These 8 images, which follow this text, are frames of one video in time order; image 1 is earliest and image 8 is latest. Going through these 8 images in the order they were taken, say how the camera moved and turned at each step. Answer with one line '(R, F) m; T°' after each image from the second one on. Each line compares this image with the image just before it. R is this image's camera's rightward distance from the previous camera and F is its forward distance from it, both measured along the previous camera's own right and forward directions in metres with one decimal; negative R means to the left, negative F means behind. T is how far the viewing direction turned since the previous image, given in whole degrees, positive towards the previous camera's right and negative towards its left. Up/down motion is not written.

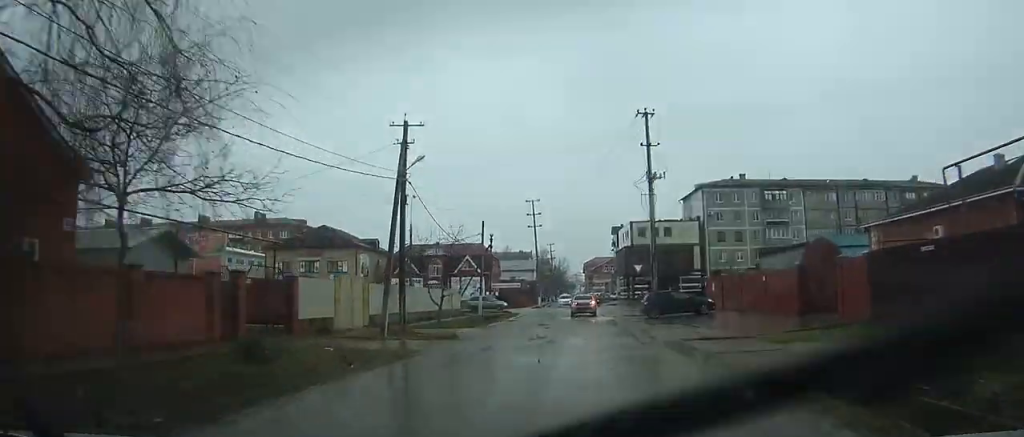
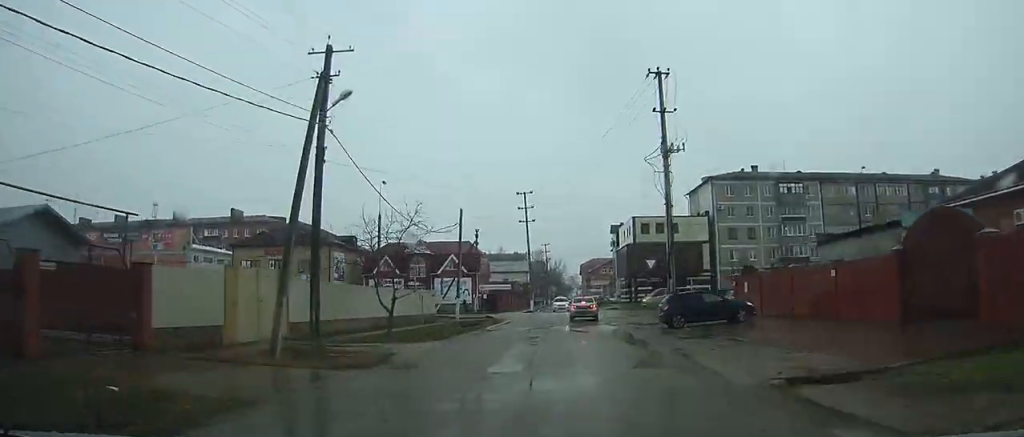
(+0.1, +7.6) m; 0°
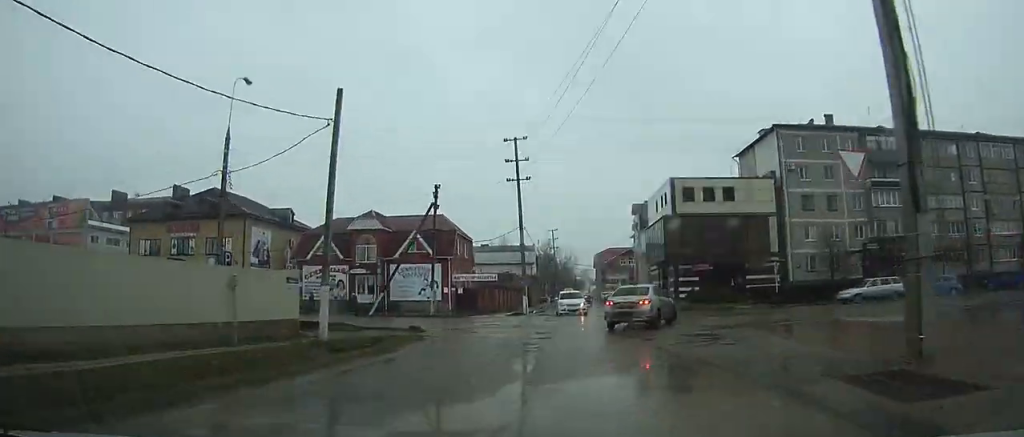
(+0.1, +21.1) m; +3°
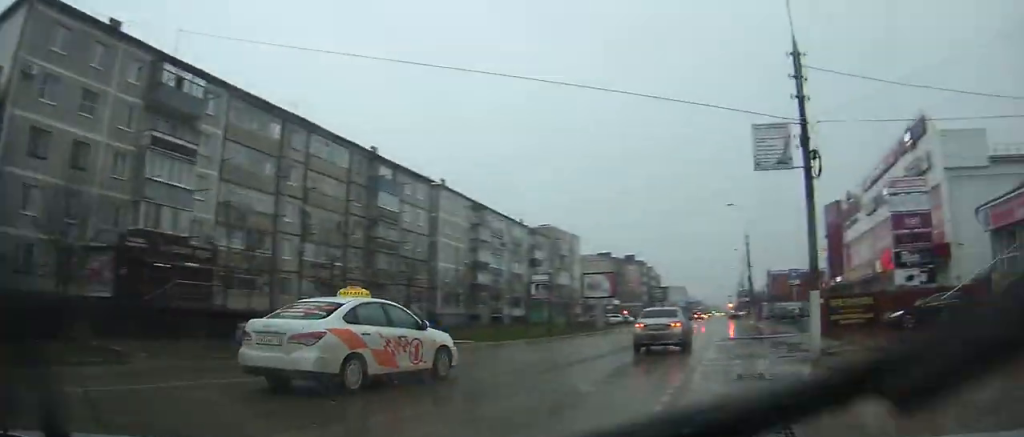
(+15.3, +24.0) m; +67°
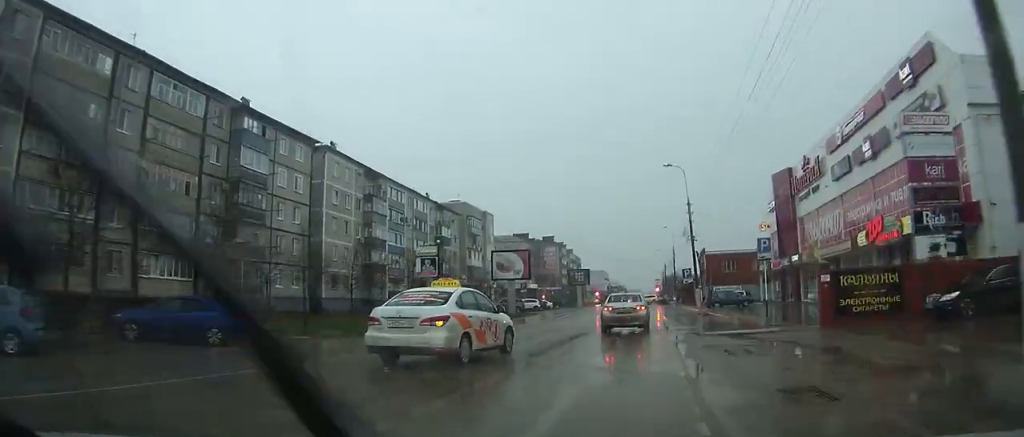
(+1.3, +9.7) m; +10°
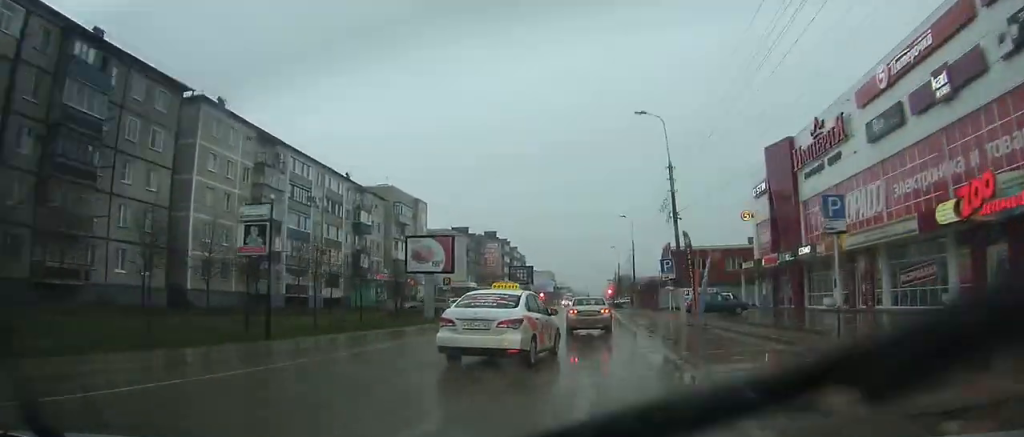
(+0.9, +12.5) m; +4°
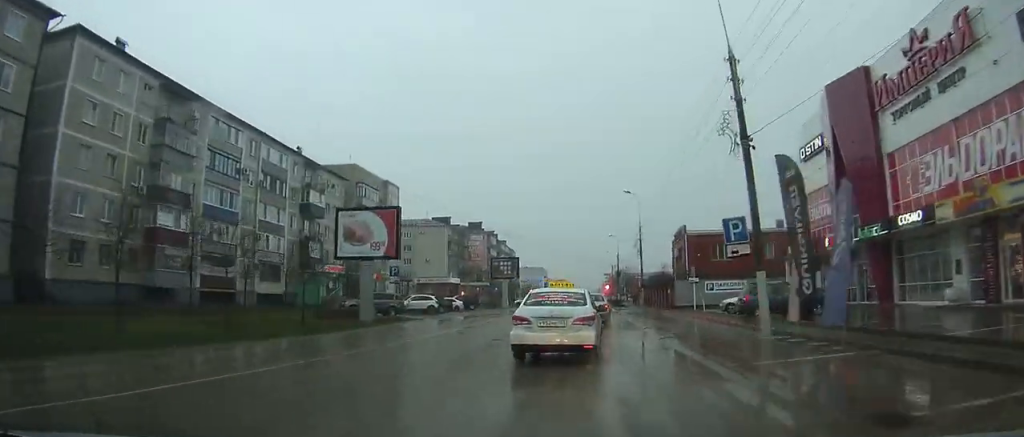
(+0.4, +12.9) m; +2°
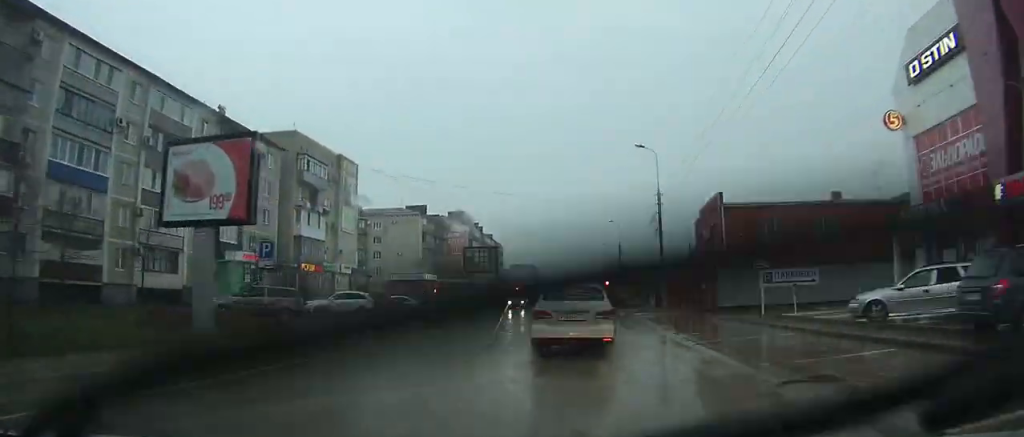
(+0.2, +15.5) m; 0°
